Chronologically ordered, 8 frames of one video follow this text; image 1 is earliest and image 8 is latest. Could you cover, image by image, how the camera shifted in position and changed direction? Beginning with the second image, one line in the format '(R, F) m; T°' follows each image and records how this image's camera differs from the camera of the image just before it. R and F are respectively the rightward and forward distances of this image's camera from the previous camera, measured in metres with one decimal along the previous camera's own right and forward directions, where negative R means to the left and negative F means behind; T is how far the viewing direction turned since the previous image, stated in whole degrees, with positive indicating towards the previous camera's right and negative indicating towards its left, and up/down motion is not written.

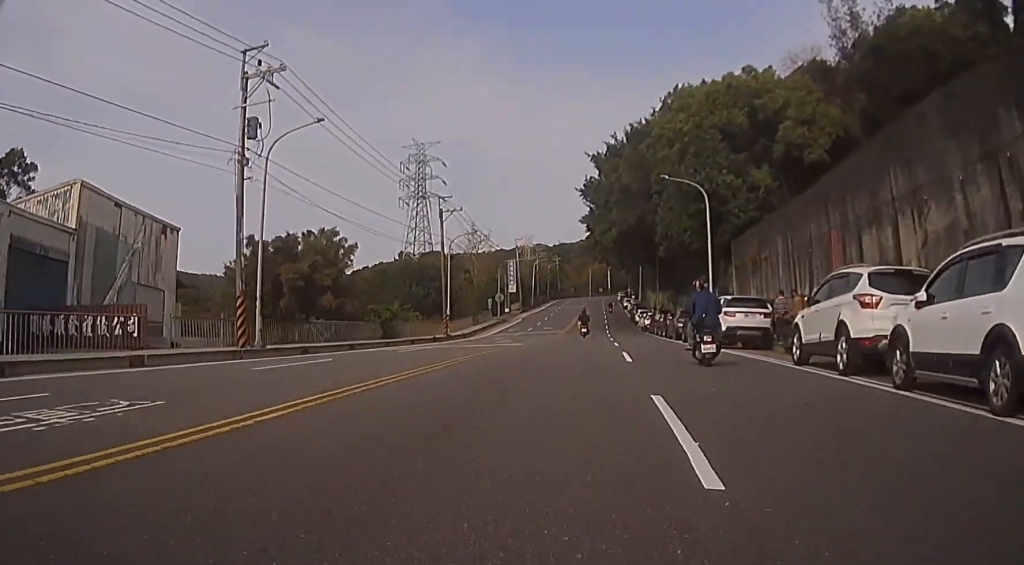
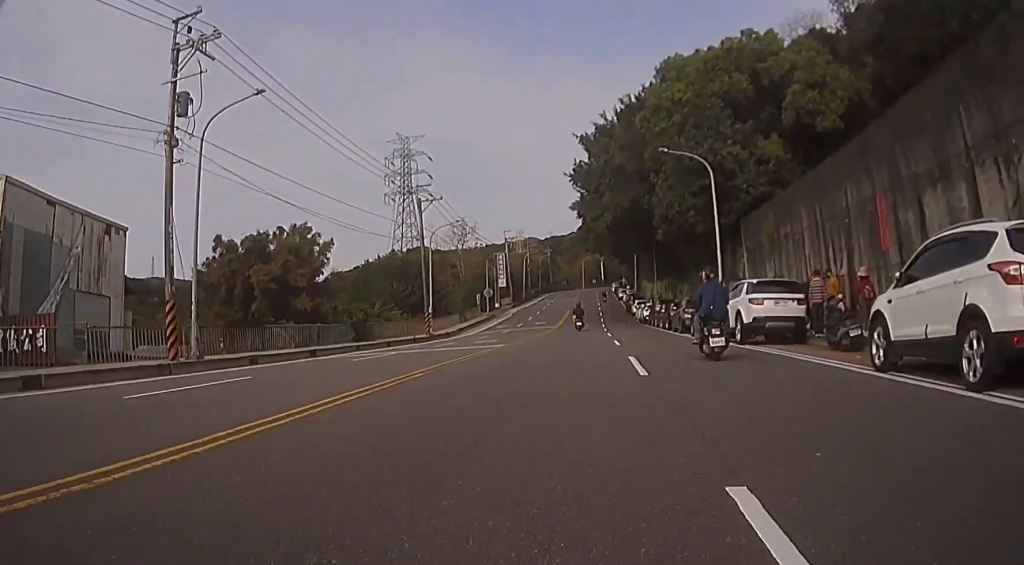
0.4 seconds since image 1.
(0.0, +4.2) m; 0°
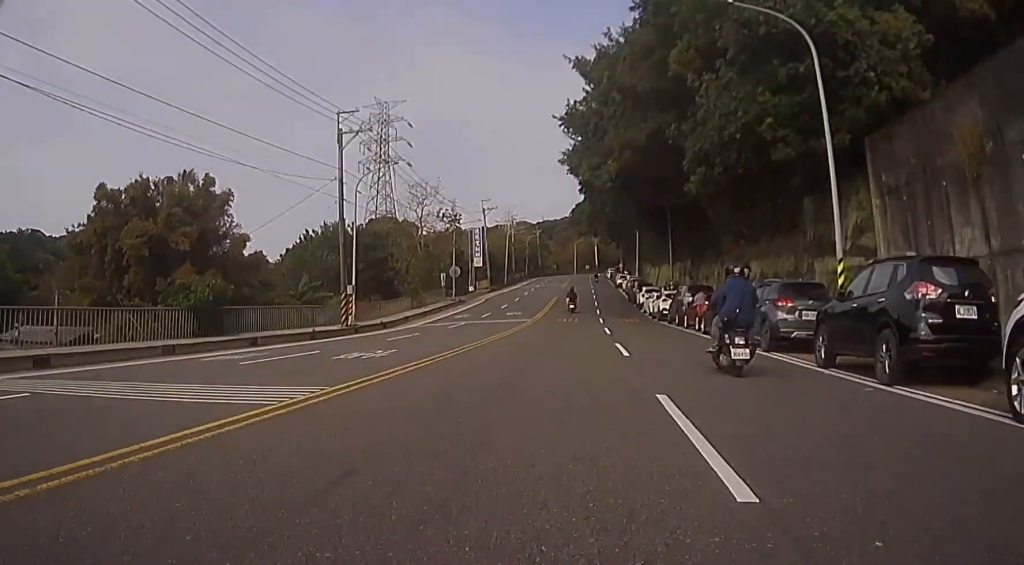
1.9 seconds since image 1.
(-0.1, +16.1) m; +1°
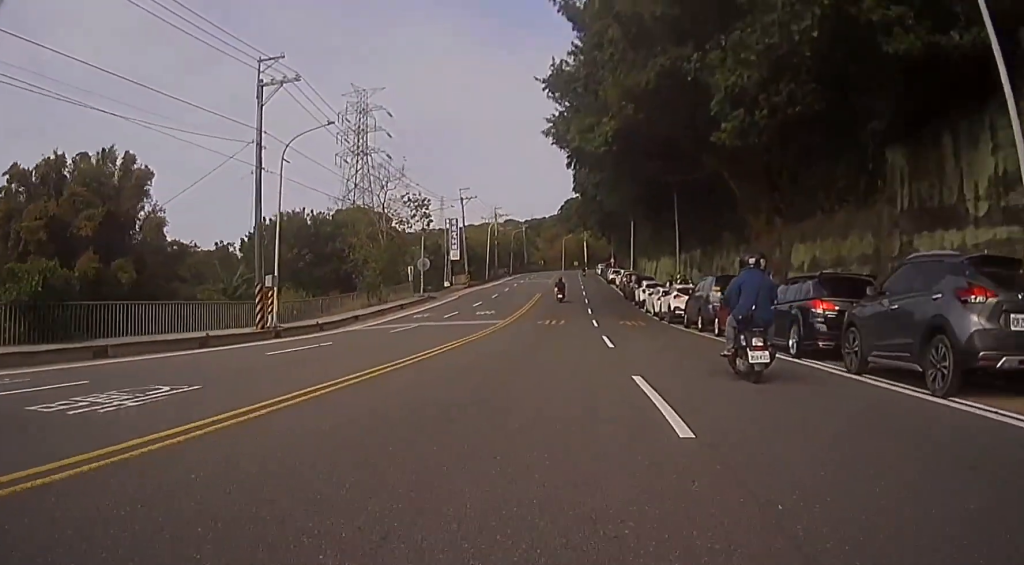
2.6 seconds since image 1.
(+0.2, +8.5) m; +2°
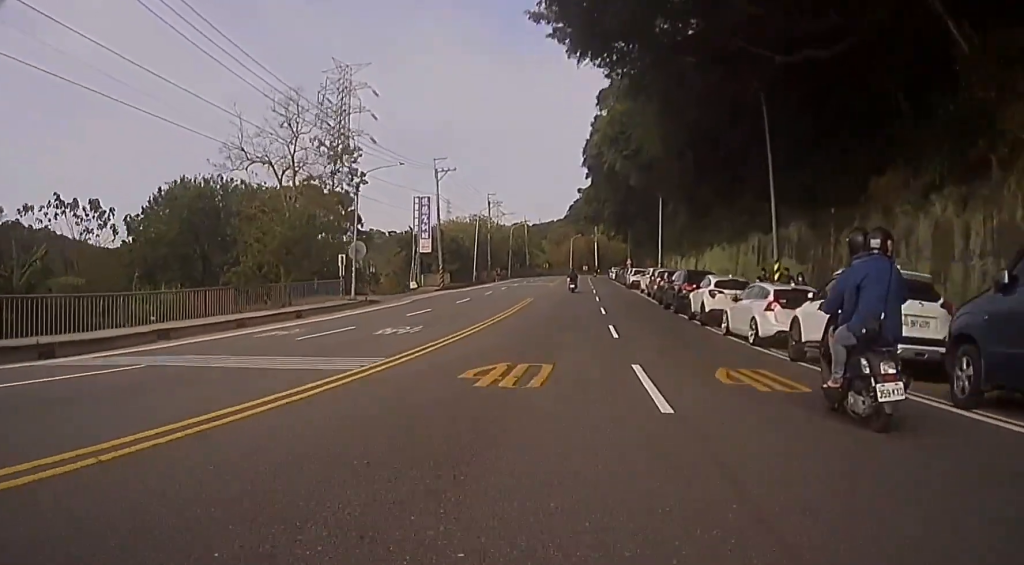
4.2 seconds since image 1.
(-0.1, +19.1) m; -1°
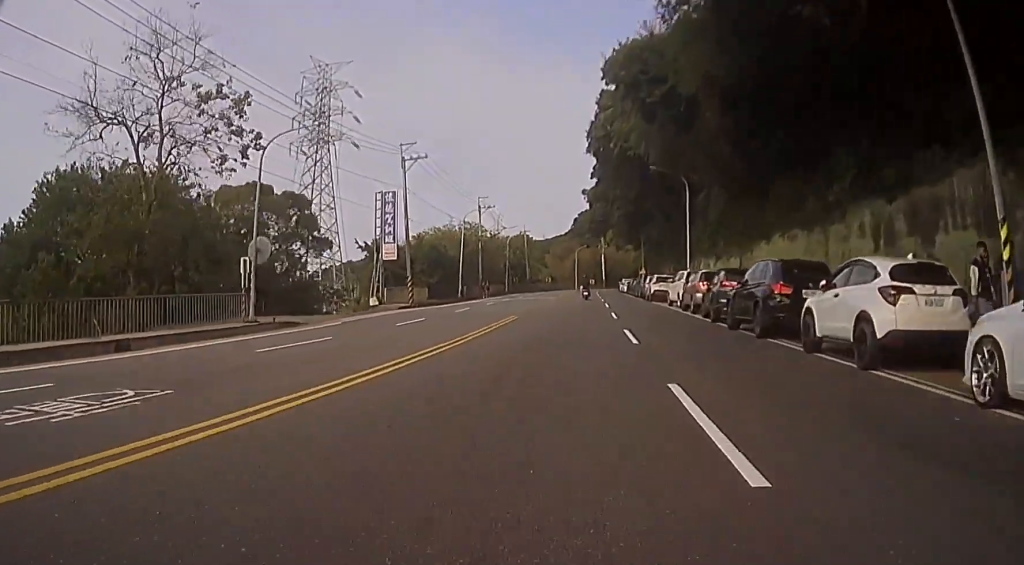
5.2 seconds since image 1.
(-0.1, +12.6) m; +1°
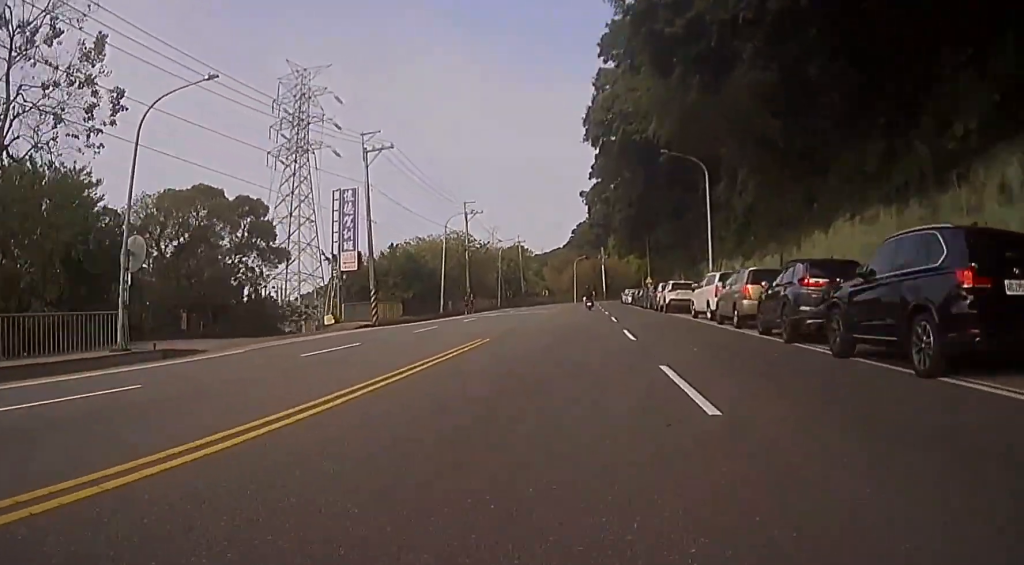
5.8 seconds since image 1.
(0.0, +8.1) m; +1°
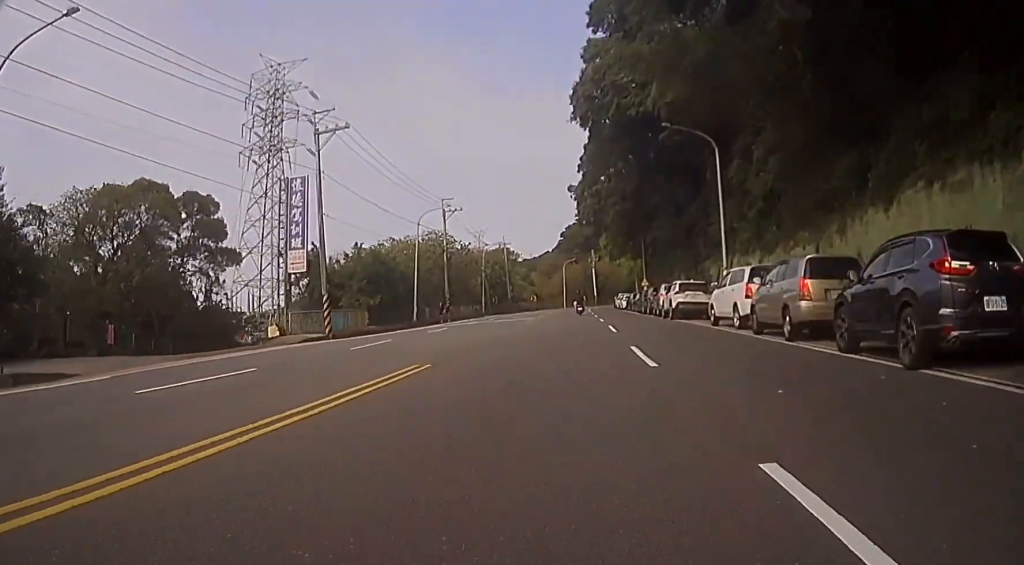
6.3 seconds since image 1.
(+0.2, +6.0) m; 0°
